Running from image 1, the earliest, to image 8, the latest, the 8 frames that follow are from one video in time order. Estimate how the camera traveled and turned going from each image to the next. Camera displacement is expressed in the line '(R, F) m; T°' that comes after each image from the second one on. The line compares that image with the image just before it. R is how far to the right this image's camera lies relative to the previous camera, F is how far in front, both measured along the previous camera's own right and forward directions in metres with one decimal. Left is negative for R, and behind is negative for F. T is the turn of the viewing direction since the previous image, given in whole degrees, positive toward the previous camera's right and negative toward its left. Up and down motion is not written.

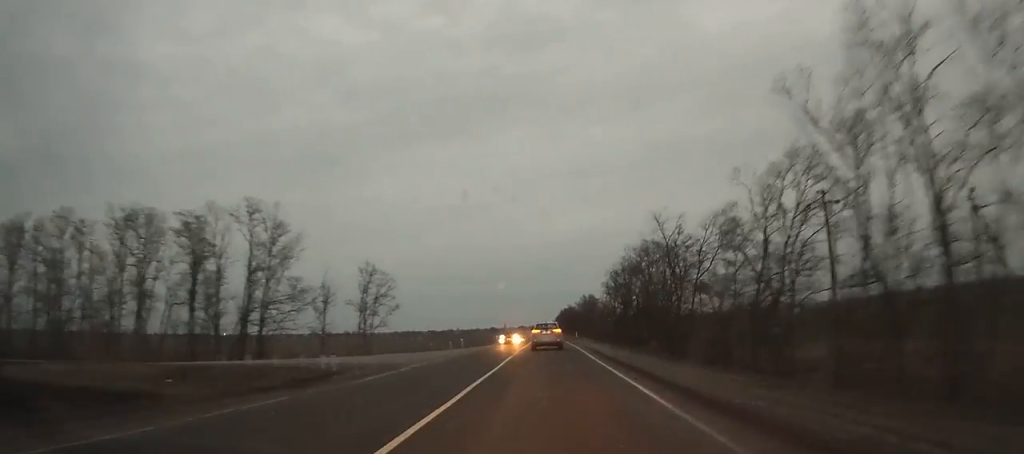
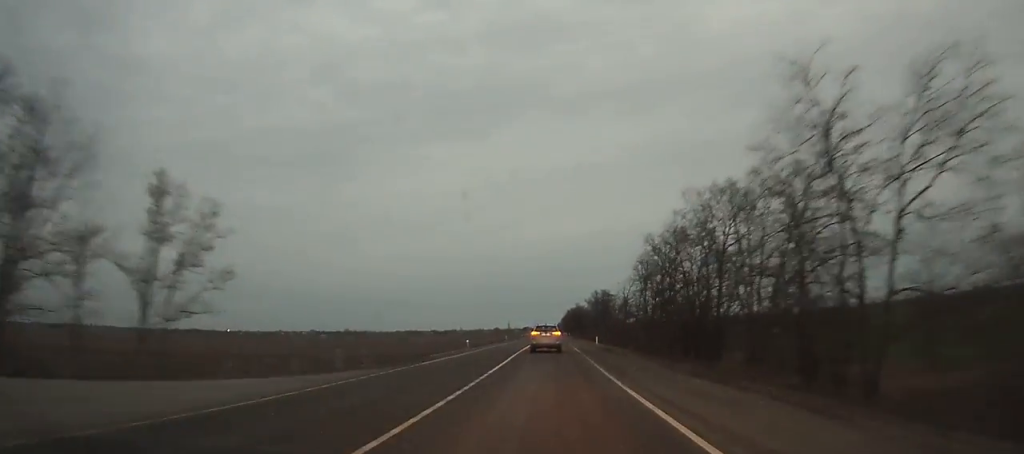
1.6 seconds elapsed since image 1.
(0.0, +36.3) m; 0°
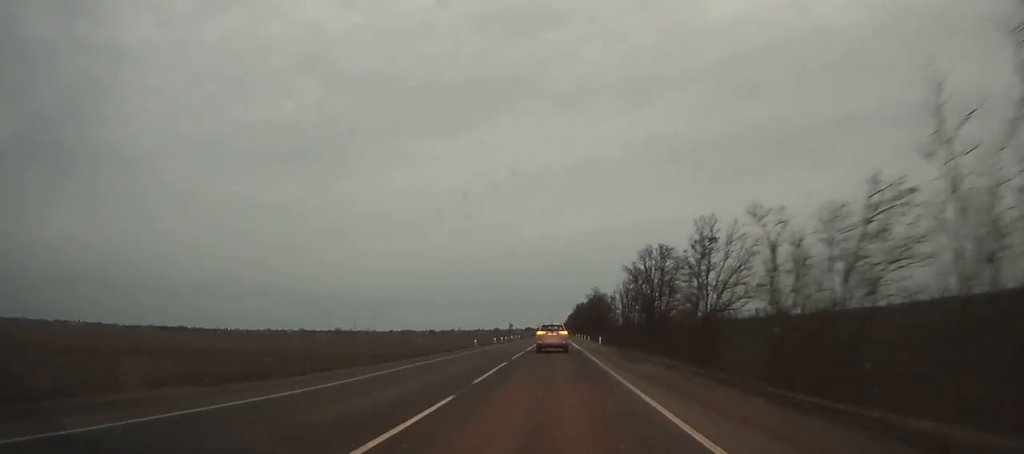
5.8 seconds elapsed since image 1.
(-0.3, +96.6) m; 0°
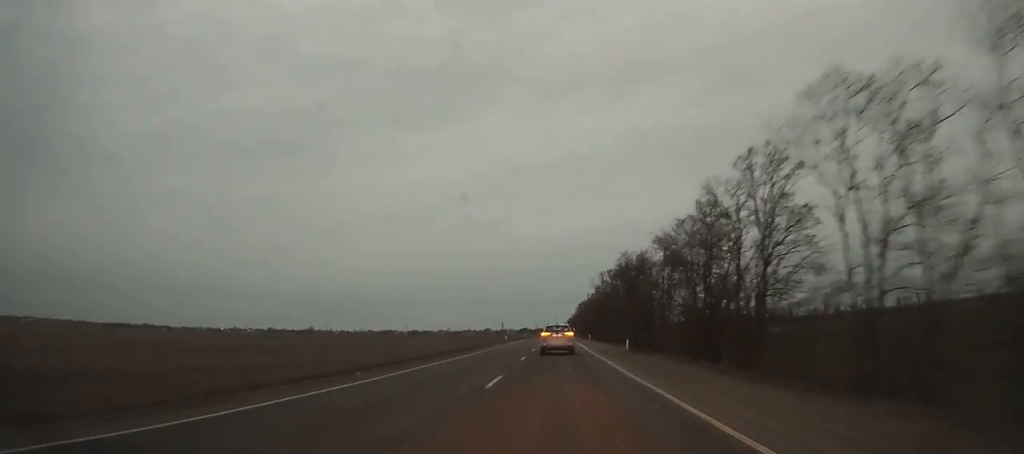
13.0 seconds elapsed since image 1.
(-0.1, +169.4) m; 0°
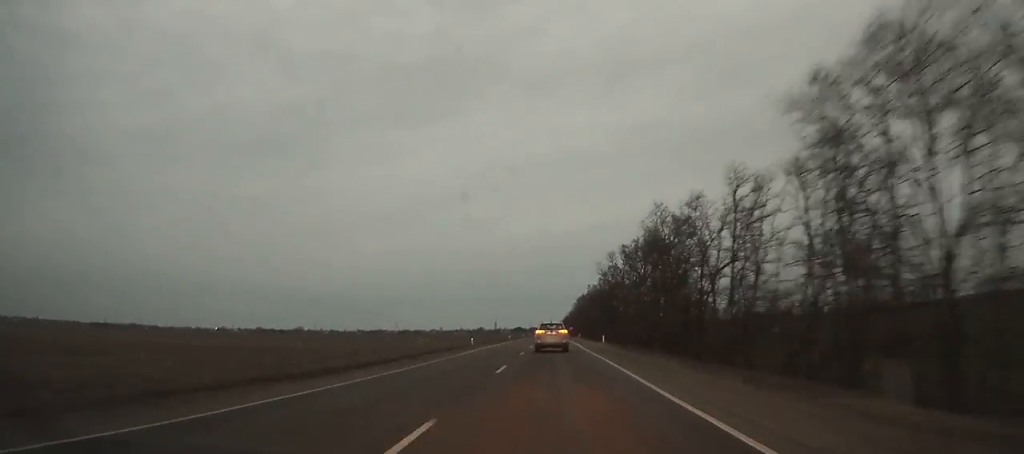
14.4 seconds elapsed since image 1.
(-0.1, +33.1) m; 0°
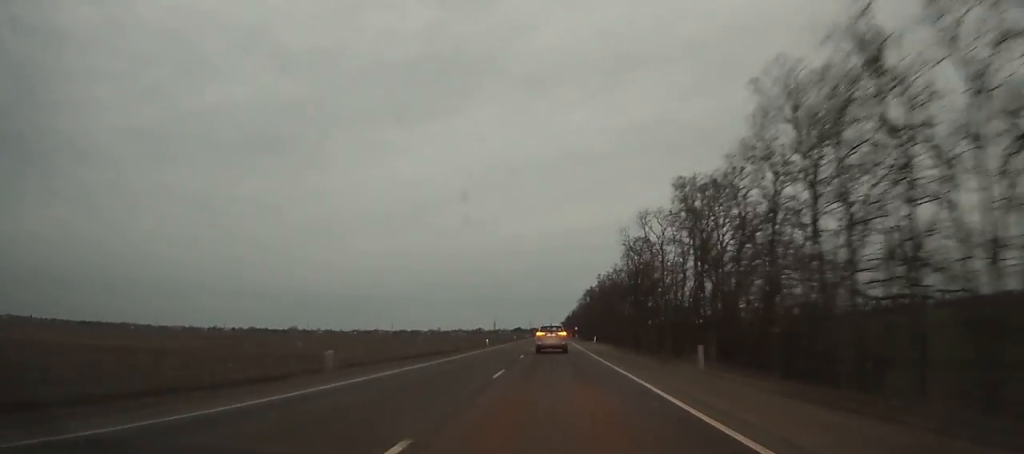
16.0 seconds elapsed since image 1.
(+0.2, +38.1) m; 0°
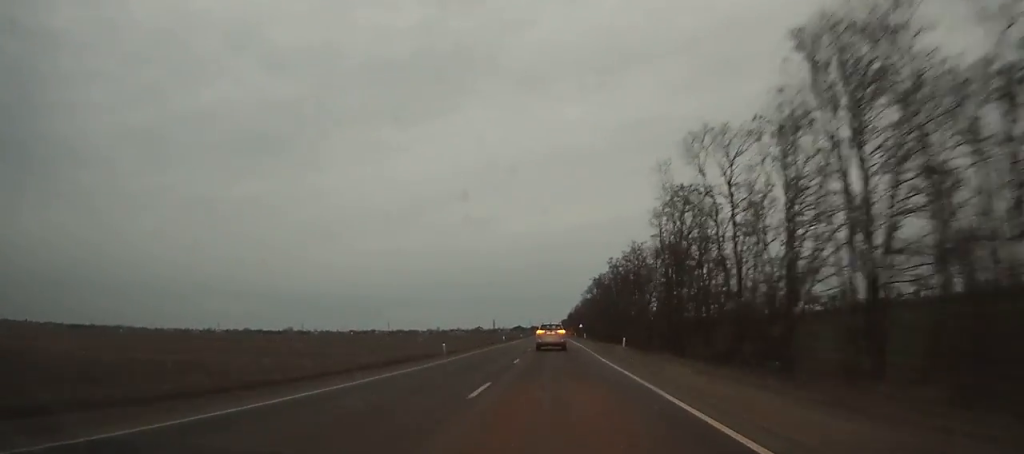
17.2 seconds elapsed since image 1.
(+0.1, +28.6) m; 0°
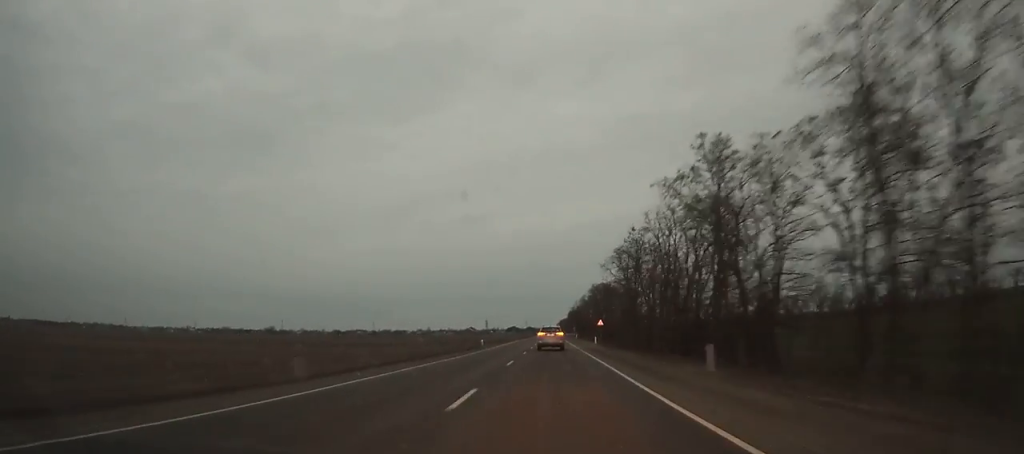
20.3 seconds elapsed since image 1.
(+0.1, +74.4) m; 0°
